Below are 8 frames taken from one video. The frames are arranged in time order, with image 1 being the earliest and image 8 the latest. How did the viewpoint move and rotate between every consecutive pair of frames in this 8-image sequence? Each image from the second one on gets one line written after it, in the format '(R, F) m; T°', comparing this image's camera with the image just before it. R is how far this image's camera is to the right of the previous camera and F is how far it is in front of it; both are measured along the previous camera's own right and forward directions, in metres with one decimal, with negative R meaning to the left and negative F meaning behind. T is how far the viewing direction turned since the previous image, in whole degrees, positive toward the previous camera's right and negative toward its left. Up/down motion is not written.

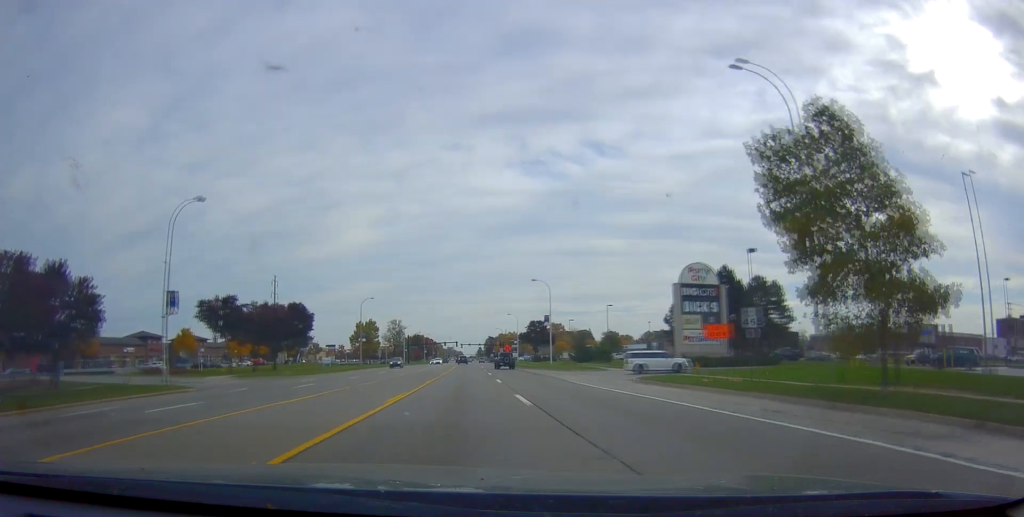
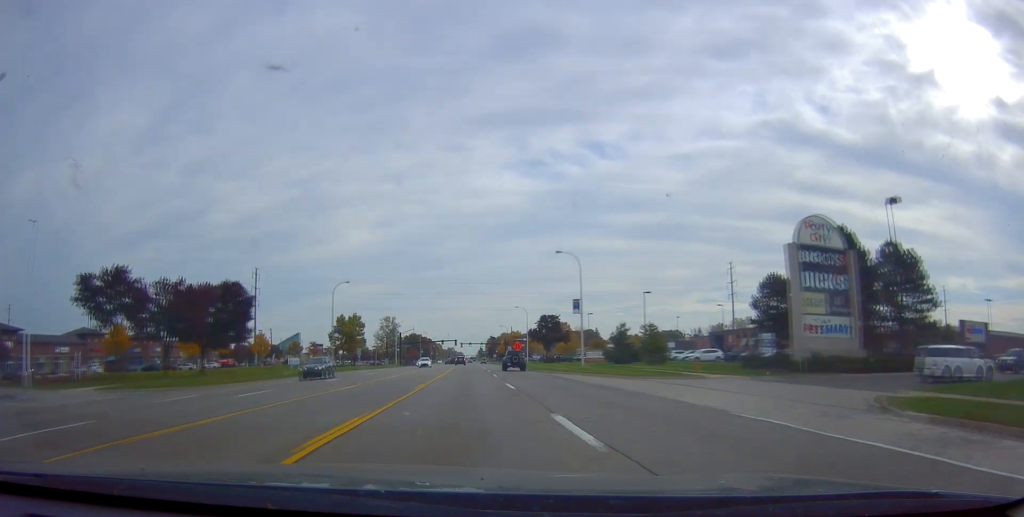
(-0.3, +23.1) m; 0°
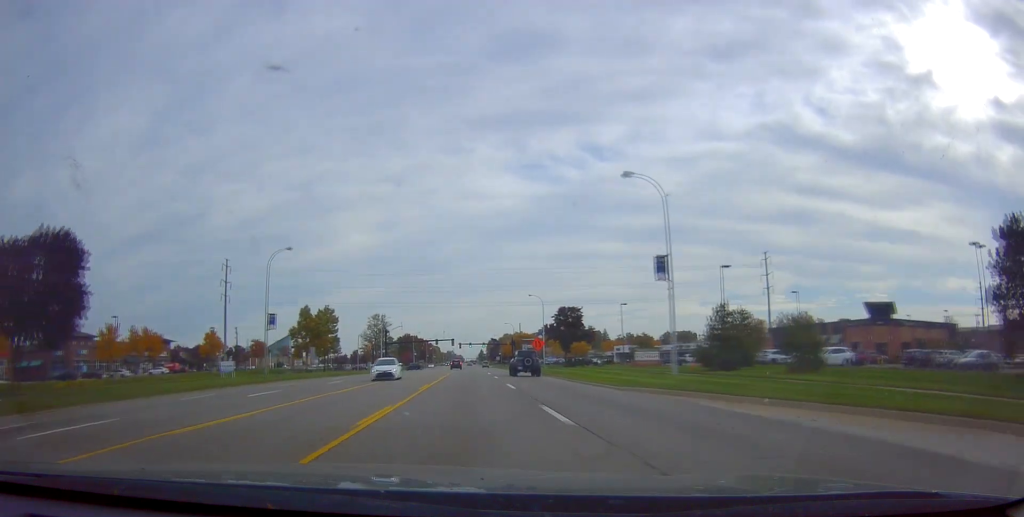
(+0.3, +28.5) m; -1°
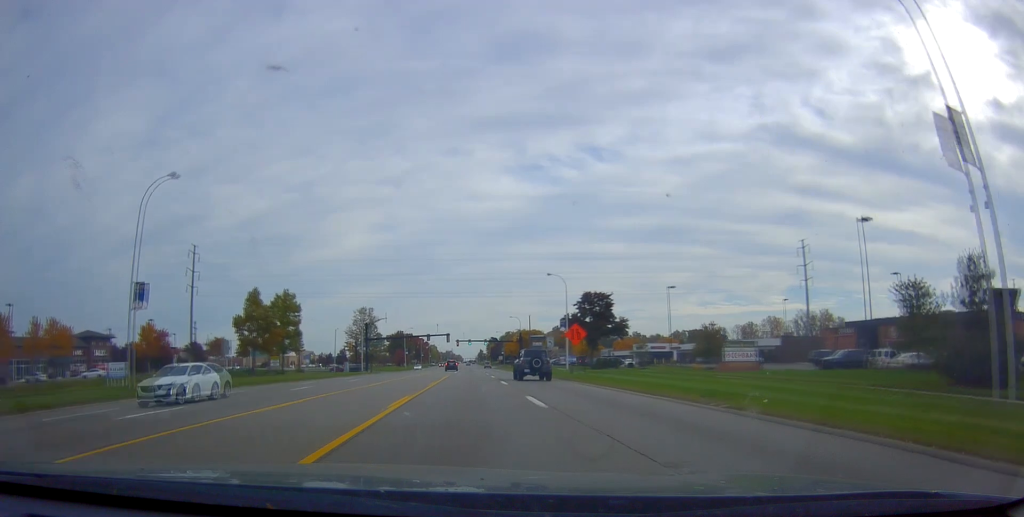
(-0.4, +24.7) m; 0°
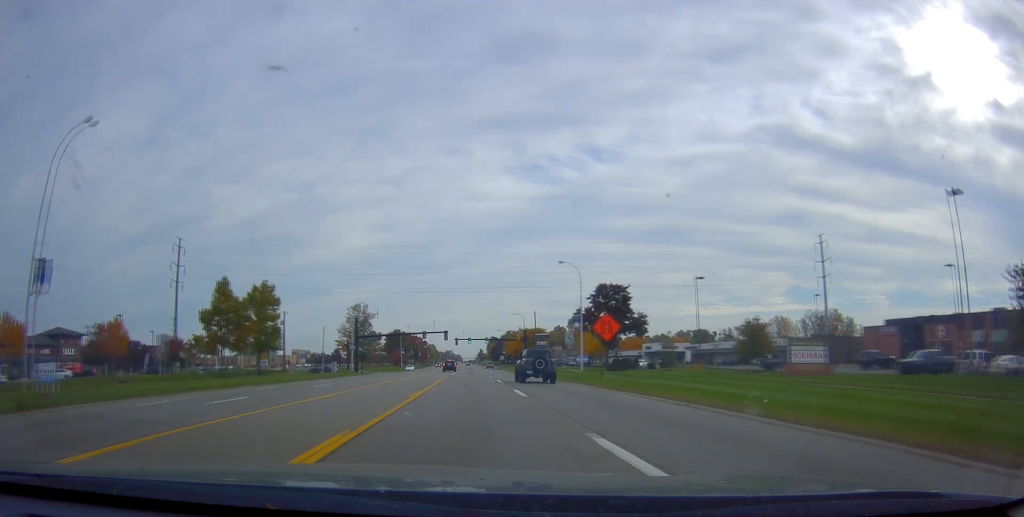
(+0.1, +9.8) m; 0°
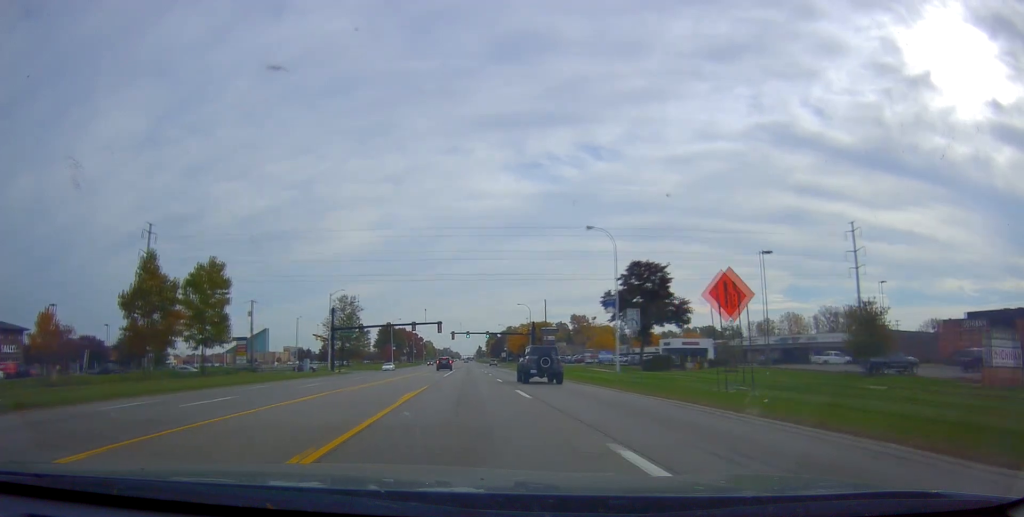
(+0.3, +16.6) m; 0°
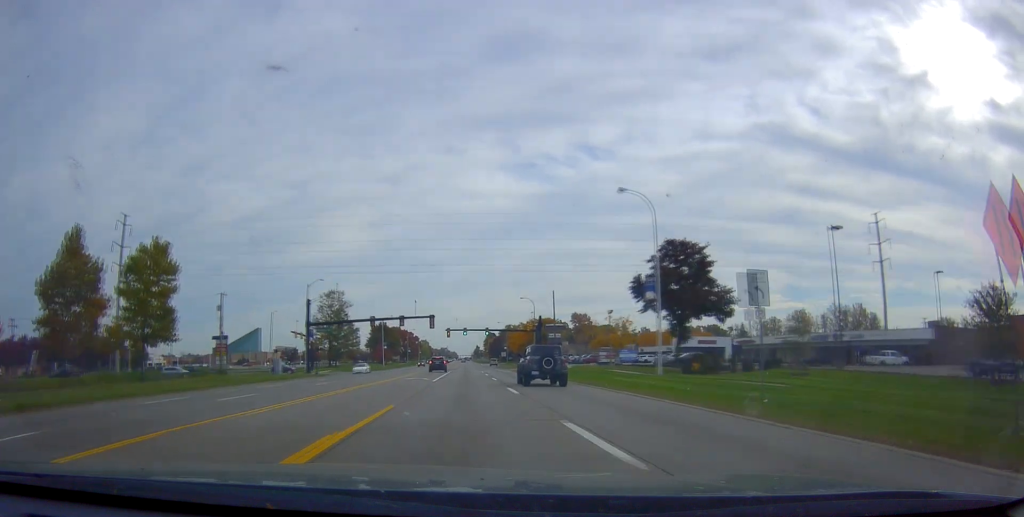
(-0.4, +11.6) m; 0°
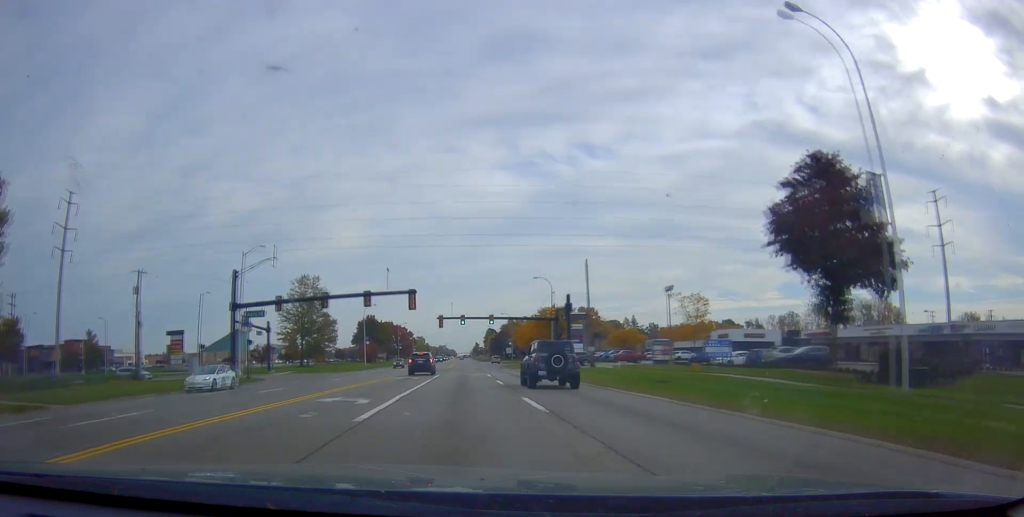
(+0.4, +23.6) m; 0°
